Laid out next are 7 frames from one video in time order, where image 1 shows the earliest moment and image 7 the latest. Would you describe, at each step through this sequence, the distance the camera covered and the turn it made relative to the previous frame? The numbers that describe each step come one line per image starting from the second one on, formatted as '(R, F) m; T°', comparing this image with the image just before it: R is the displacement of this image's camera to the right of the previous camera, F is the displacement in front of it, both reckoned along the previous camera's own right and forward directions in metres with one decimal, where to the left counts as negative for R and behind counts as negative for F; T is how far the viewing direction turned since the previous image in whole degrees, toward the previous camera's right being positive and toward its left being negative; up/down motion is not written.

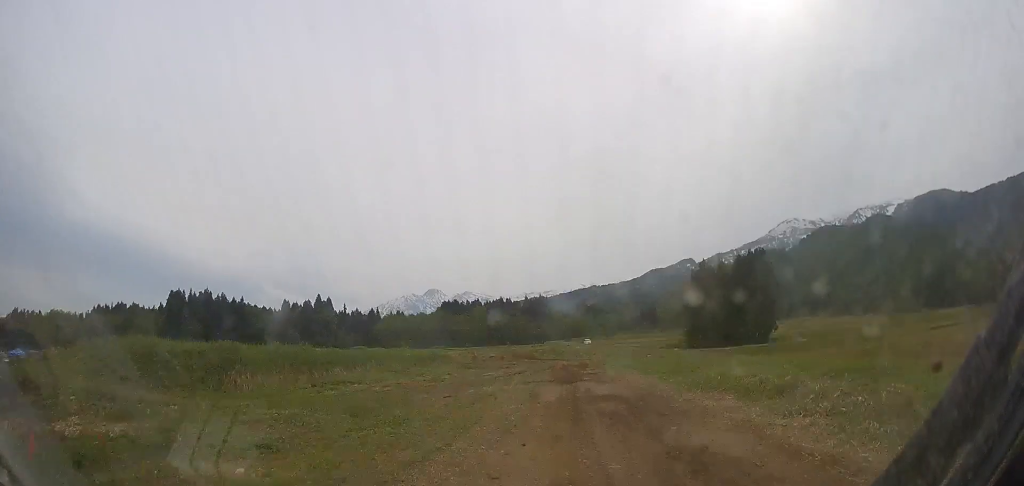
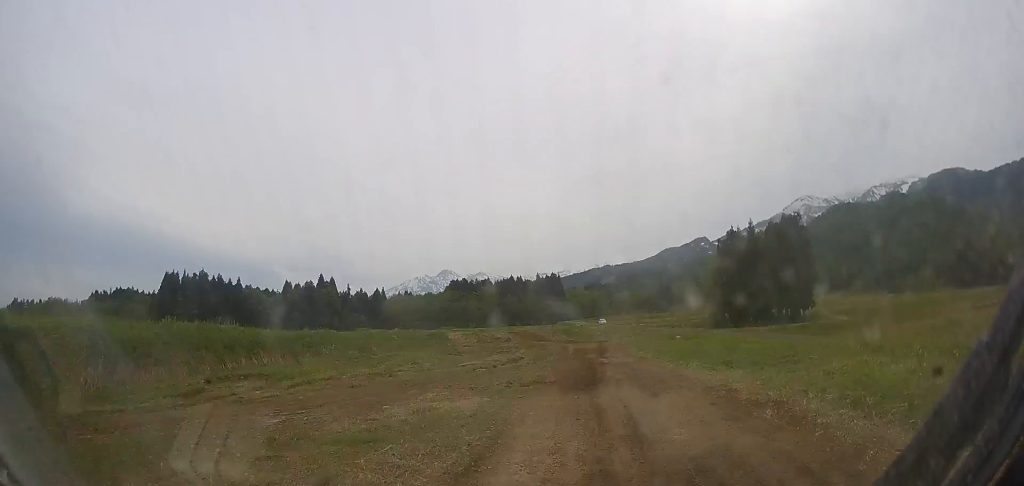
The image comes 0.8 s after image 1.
(0.0, +13.4) m; 0°
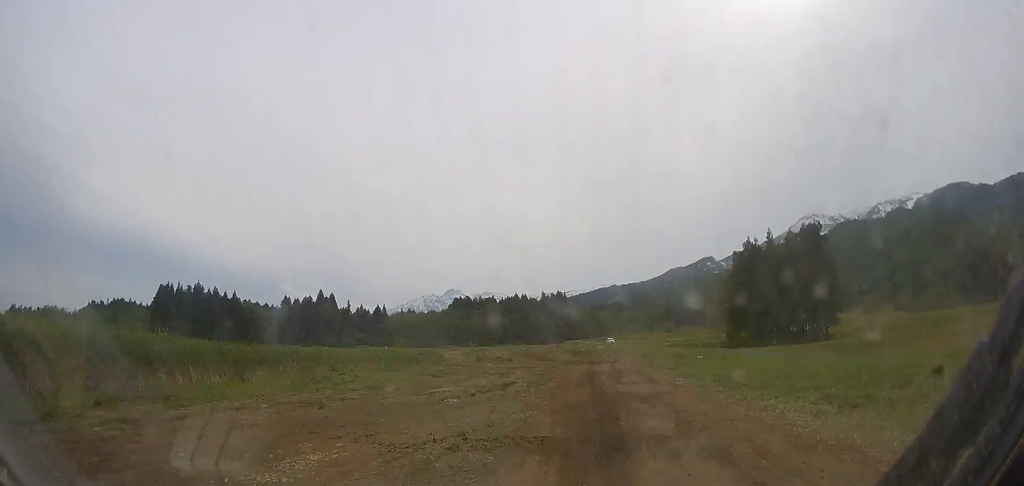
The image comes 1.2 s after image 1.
(0.0, +7.4) m; 0°
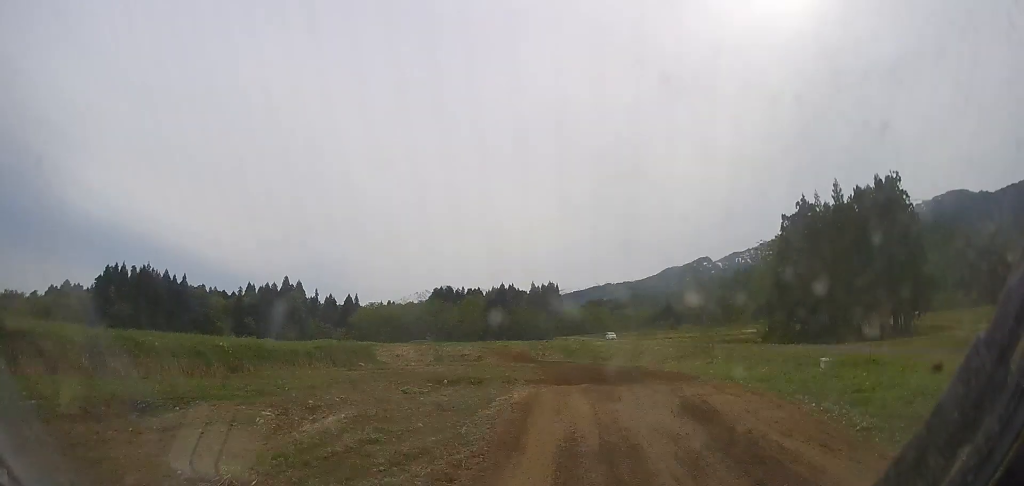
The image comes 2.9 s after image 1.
(-0.1, +30.4) m; 0°
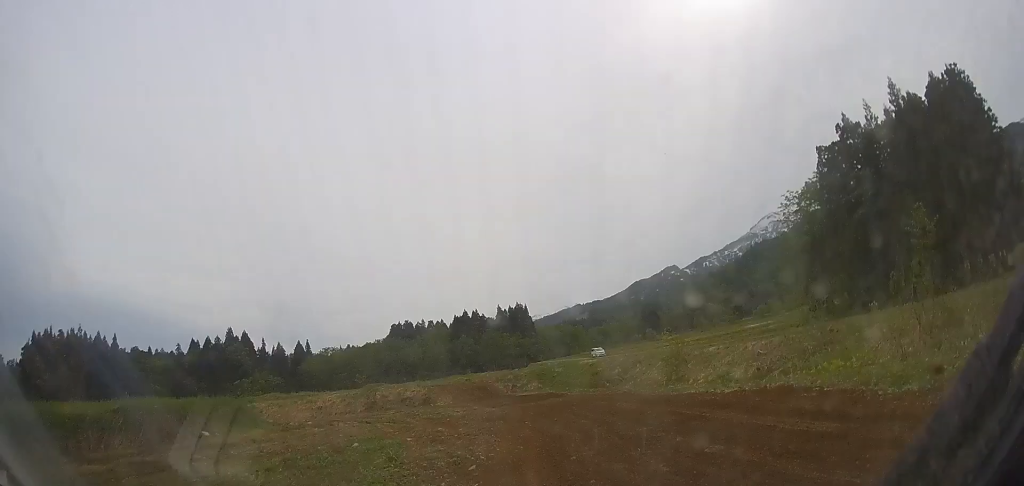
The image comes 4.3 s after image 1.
(-0.1, +23.6) m; -2°
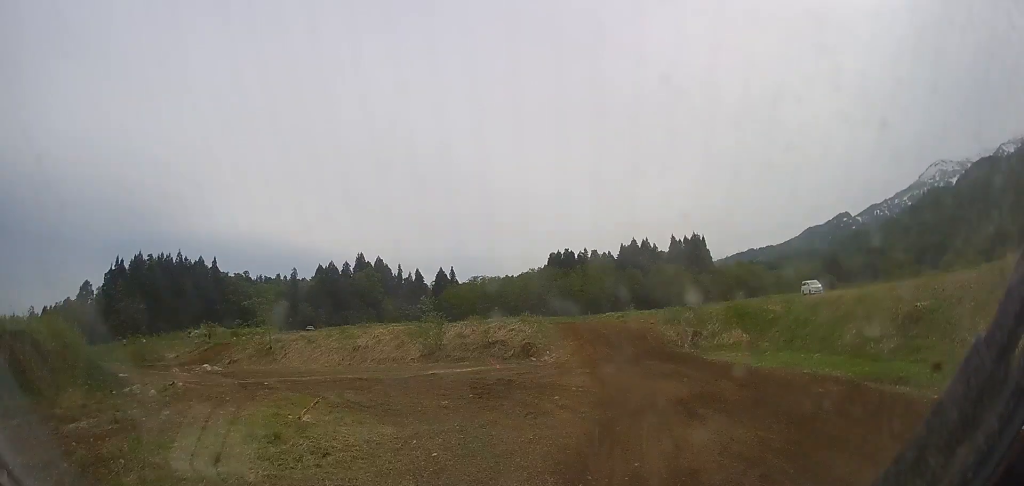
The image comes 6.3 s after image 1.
(-3.2, +32.3) m; -11°
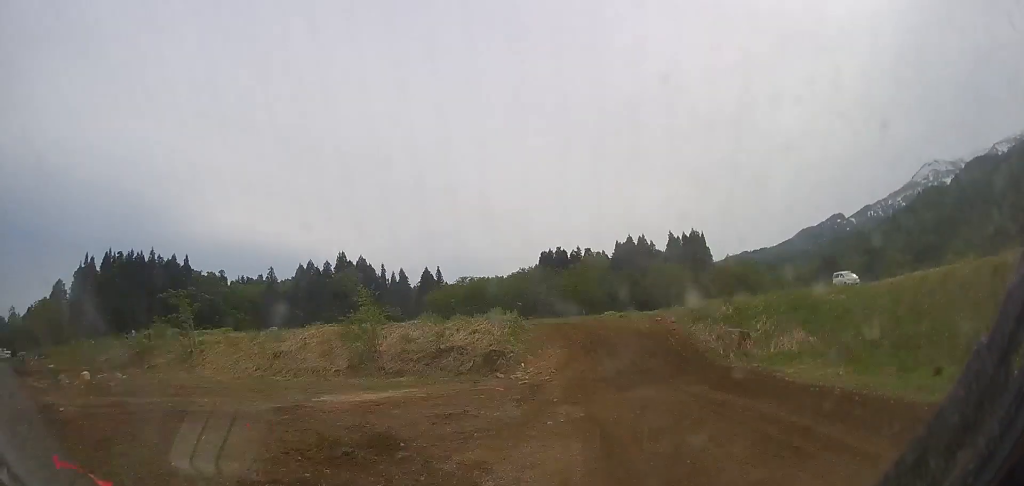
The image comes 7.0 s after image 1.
(-0.3, +11.1) m; -4°
